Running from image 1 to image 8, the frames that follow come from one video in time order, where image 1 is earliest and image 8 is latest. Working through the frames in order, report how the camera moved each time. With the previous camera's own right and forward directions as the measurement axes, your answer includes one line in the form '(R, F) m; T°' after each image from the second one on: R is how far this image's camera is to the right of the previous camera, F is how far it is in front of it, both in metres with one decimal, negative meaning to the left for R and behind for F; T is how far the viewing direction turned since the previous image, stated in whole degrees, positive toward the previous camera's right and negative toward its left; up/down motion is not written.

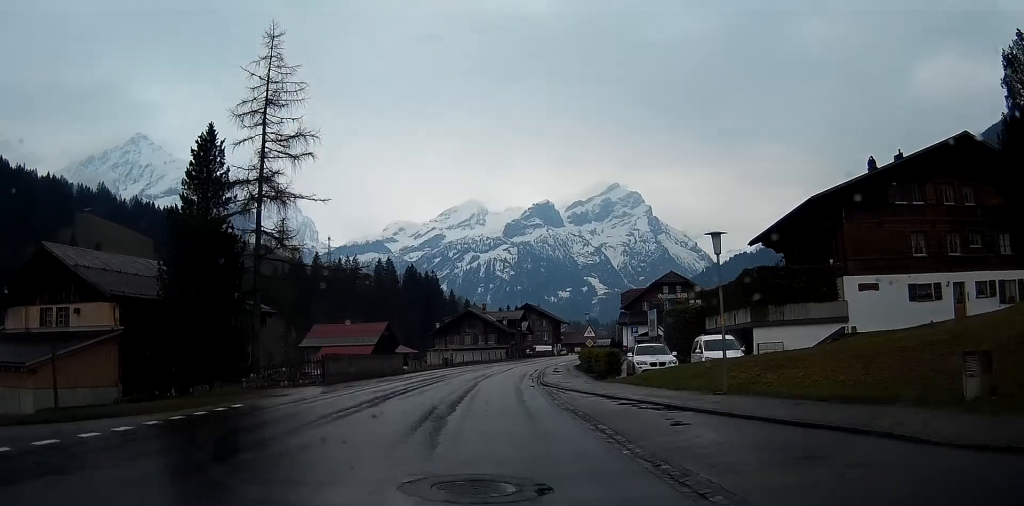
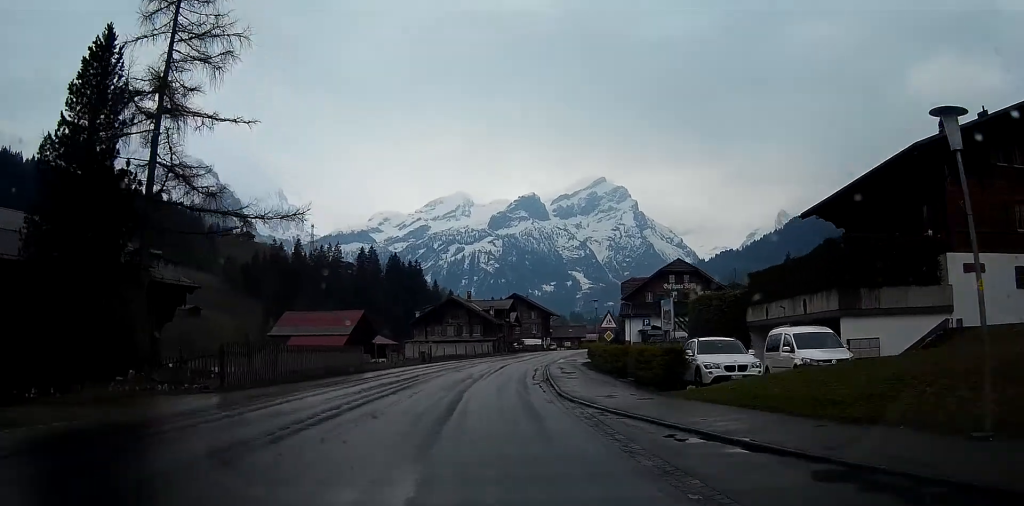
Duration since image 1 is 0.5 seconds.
(+0.1, +9.8) m; +2°
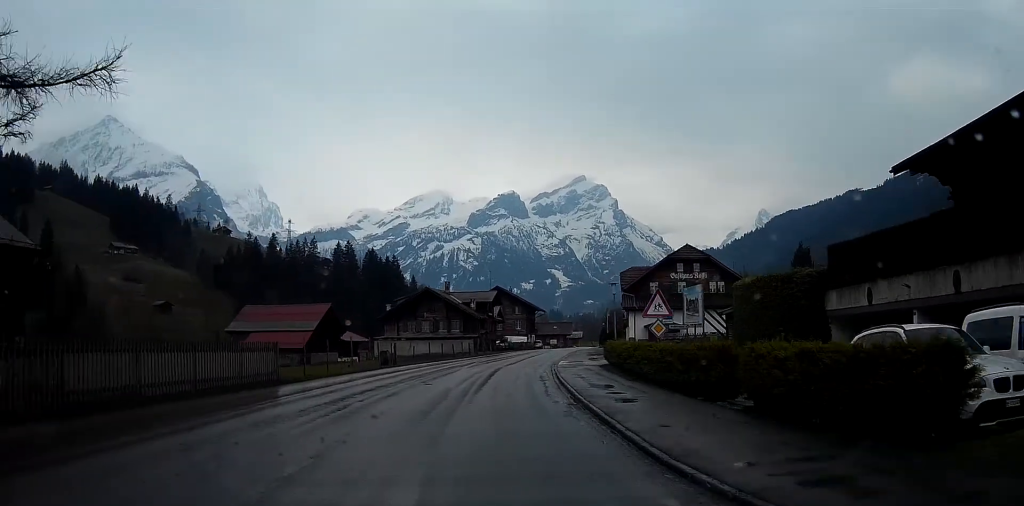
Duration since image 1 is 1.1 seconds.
(+0.3, +11.1) m; +3°
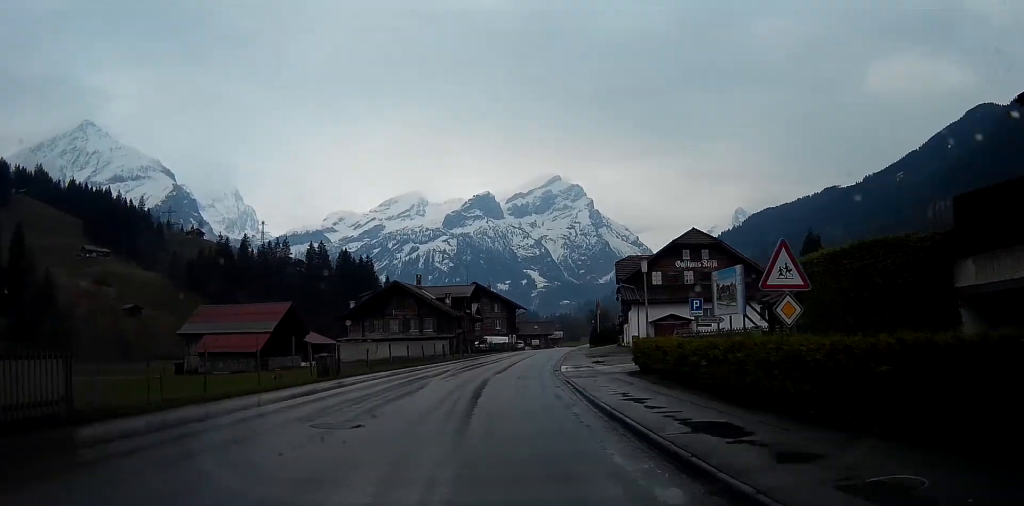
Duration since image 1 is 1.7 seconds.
(-0.1, +9.9) m; +2°
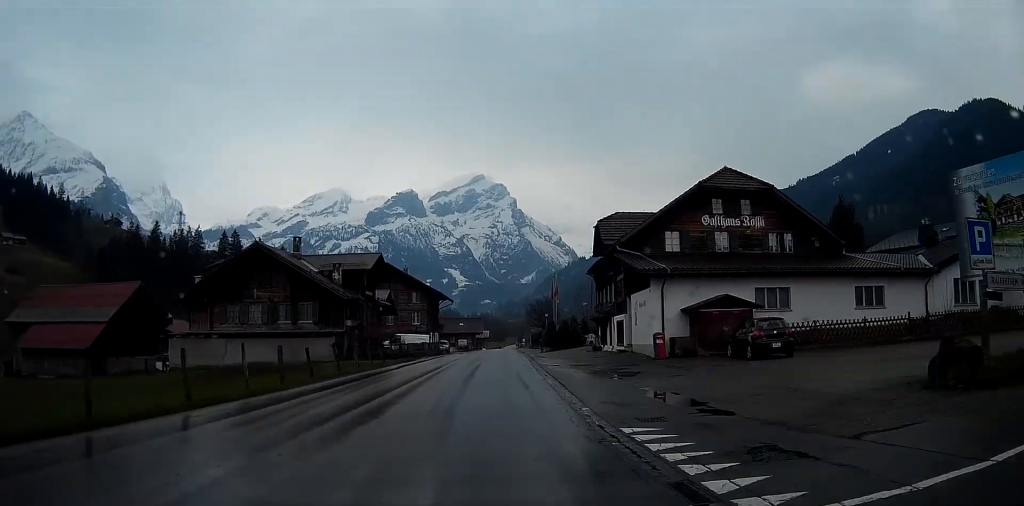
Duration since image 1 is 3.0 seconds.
(+1.5, +25.1) m; +5°
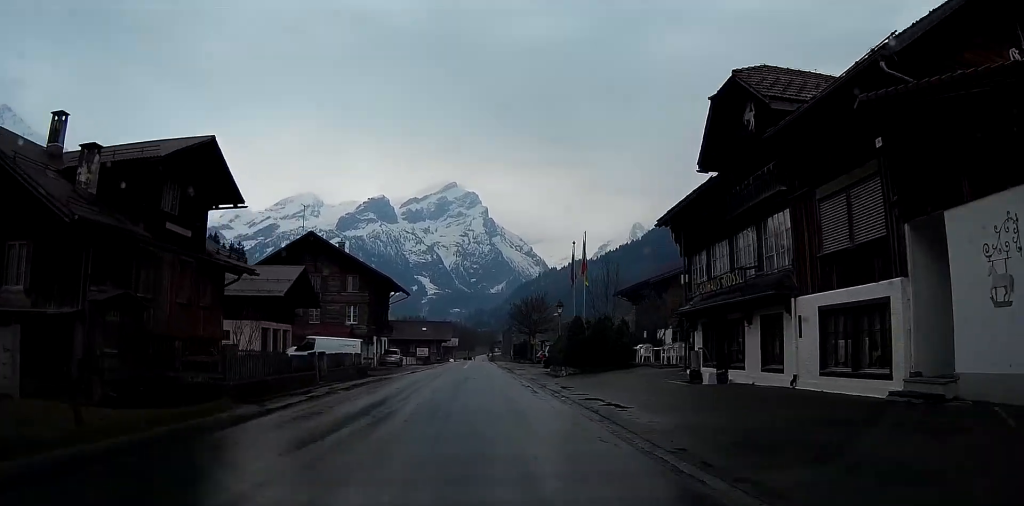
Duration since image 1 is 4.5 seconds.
(+0.9, +28.3) m; +3°
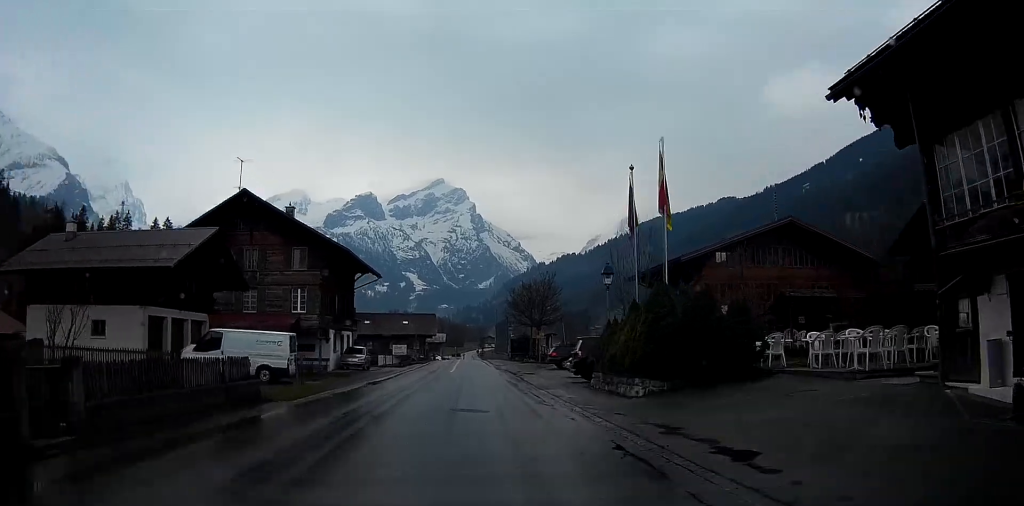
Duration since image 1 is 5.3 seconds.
(+0.1, +15.8) m; 0°
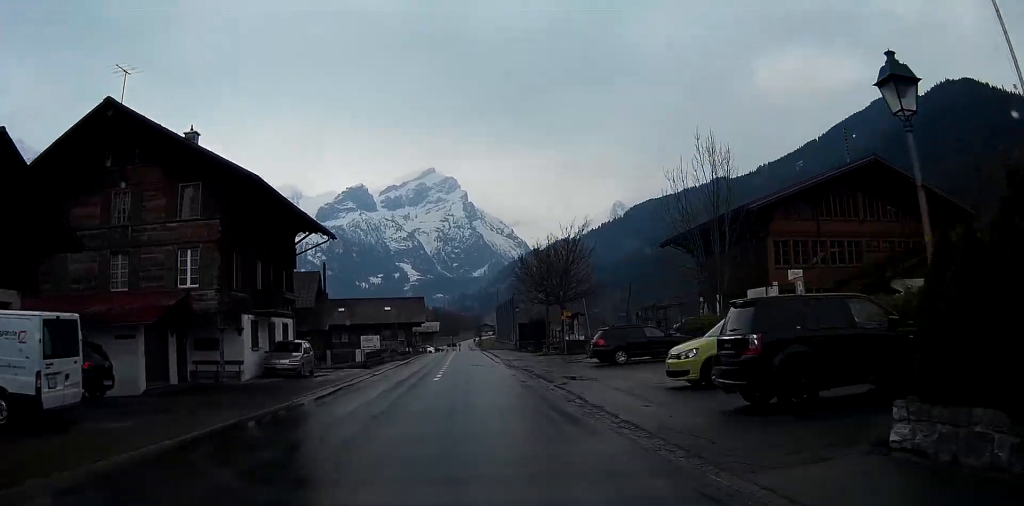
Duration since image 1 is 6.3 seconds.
(+0.1, +17.5) m; 0°
